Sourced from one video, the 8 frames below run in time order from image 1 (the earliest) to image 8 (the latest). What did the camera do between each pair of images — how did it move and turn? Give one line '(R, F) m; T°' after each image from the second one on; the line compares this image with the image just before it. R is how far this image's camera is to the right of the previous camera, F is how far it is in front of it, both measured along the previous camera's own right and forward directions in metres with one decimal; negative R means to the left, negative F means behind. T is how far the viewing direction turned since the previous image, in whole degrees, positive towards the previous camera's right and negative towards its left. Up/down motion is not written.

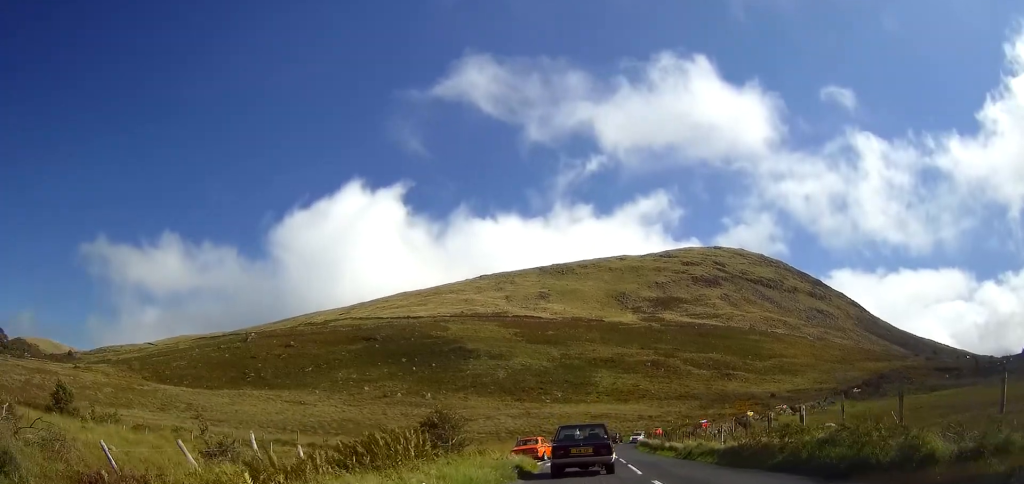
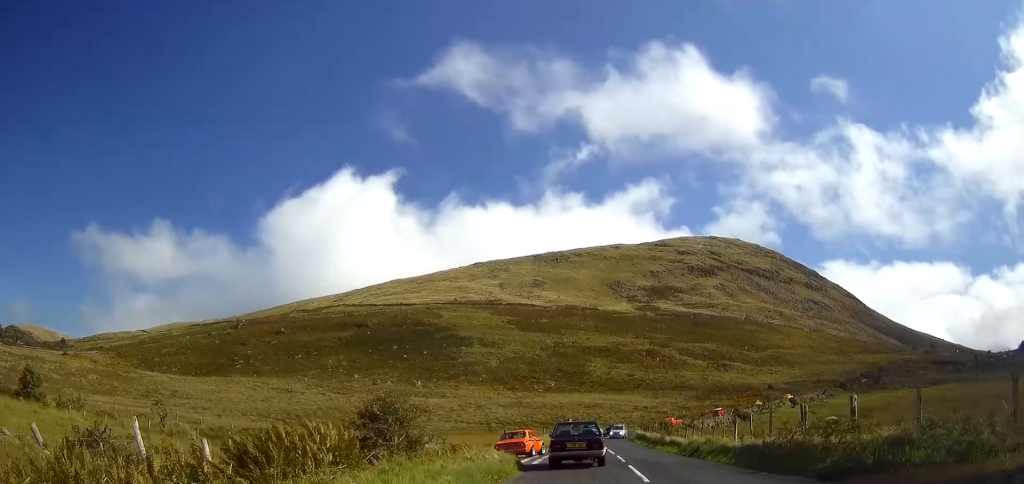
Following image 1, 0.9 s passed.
(0.0, +4.0) m; +1°
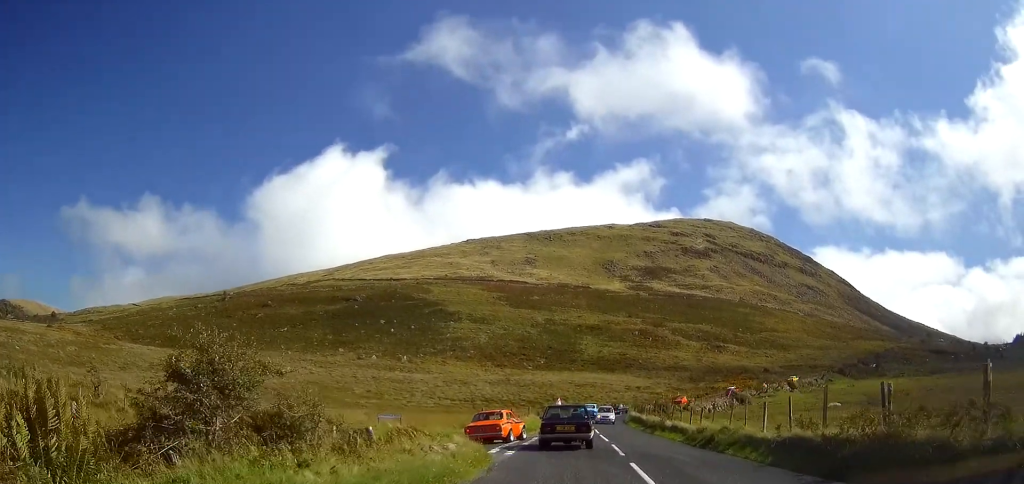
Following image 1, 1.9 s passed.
(+0.1, +5.3) m; +1°
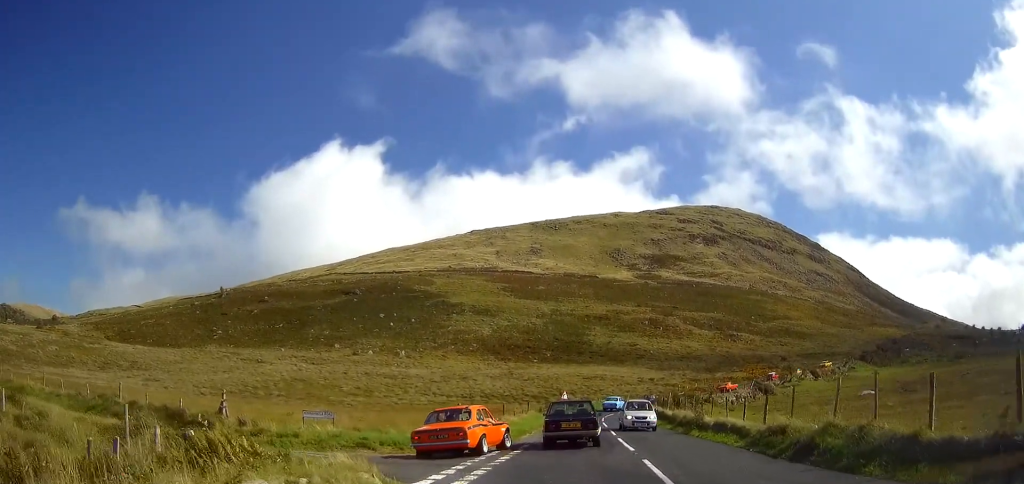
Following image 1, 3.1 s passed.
(0.0, +8.9) m; +1°
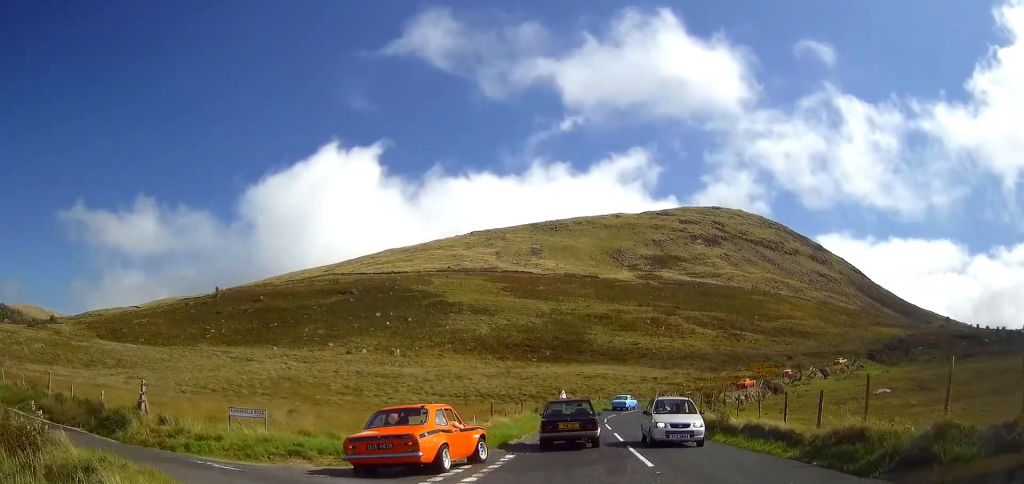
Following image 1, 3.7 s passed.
(0.0, +4.7) m; 0°
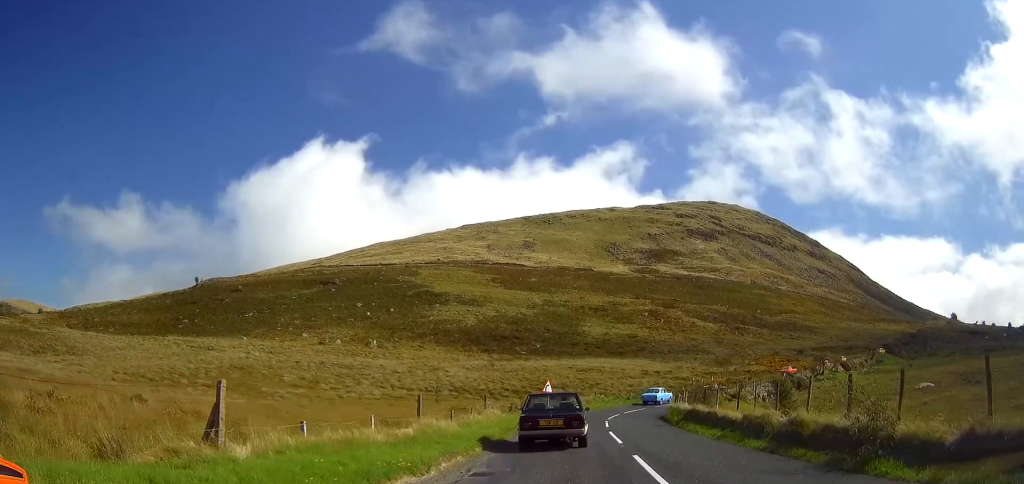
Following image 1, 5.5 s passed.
(-0.1, +12.9) m; -2°
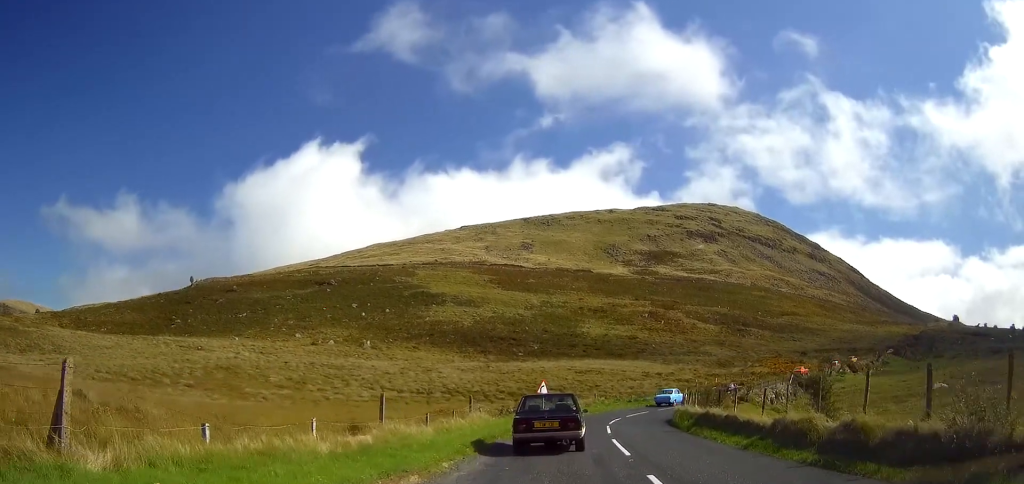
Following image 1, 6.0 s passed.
(-0.1, +3.3) m; -1°
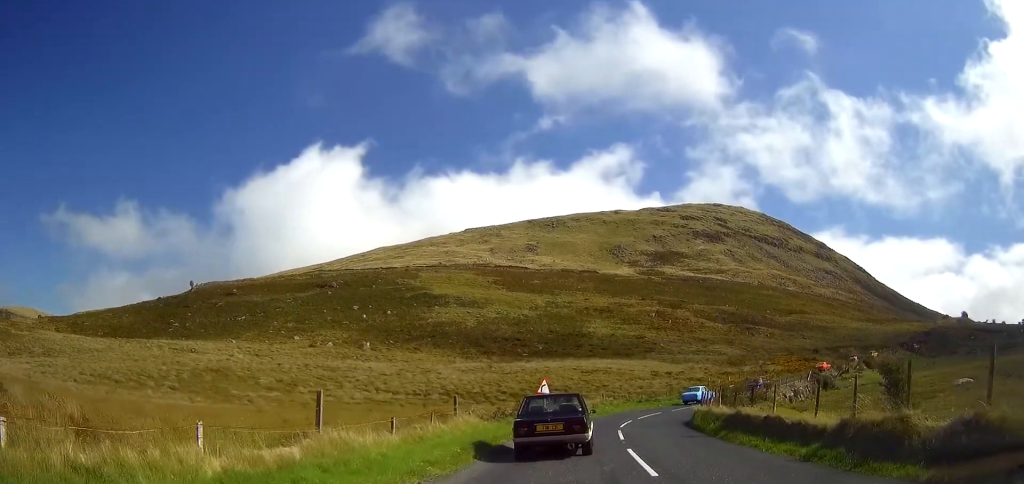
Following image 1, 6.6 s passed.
(0.0, +3.9) m; -1°
